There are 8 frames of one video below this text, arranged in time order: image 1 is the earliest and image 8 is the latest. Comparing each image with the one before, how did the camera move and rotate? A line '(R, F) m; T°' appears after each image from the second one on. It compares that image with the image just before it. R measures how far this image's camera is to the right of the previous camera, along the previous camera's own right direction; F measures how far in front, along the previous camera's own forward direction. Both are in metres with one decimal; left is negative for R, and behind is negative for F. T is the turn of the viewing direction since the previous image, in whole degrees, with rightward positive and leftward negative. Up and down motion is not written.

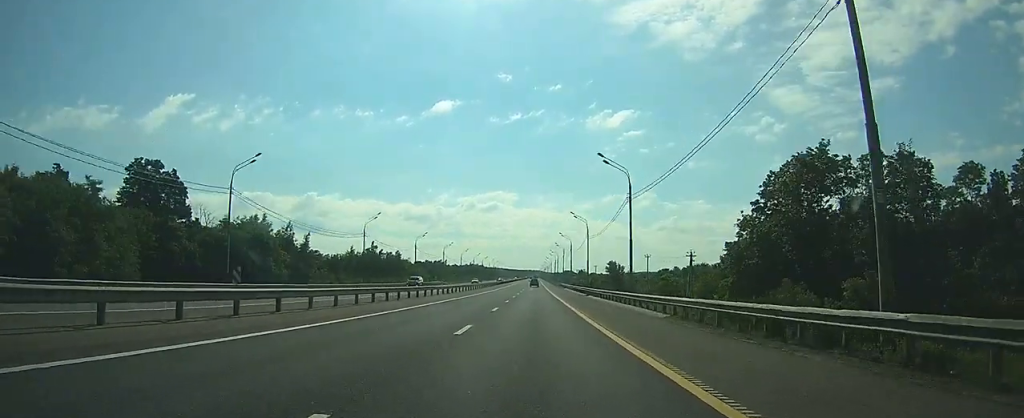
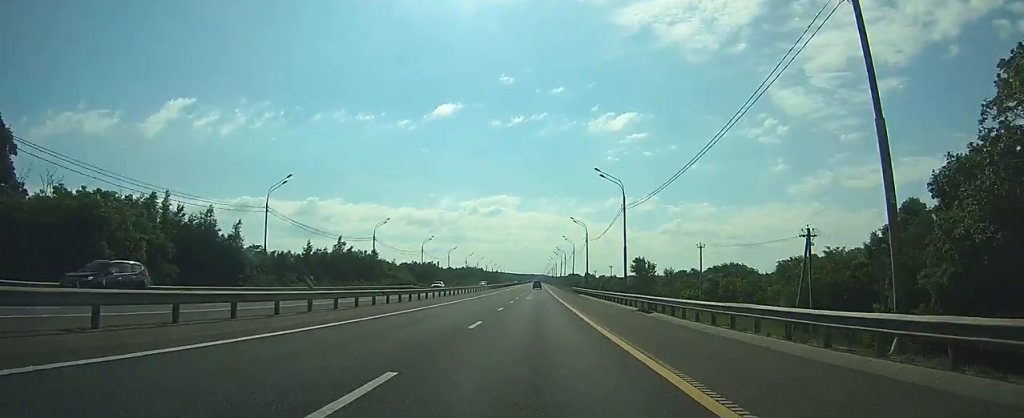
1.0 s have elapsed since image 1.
(+0.1, +32.9) m; 0°
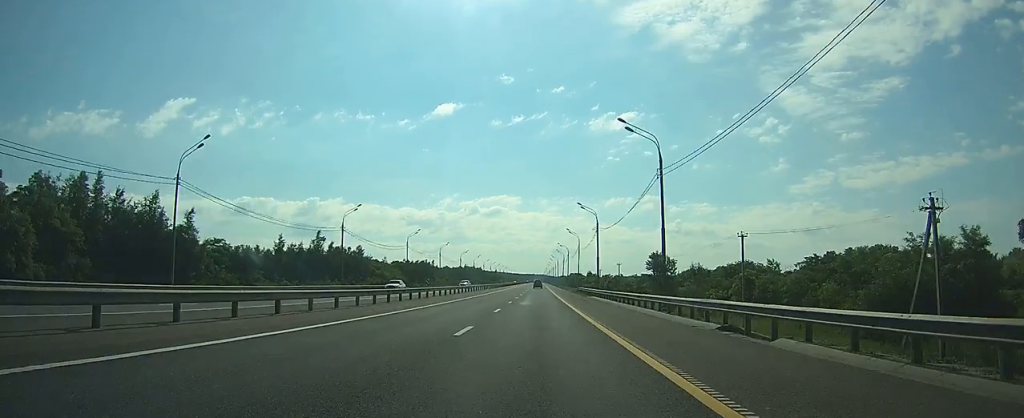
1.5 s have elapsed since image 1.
(0.0, +14.9) m; 0°
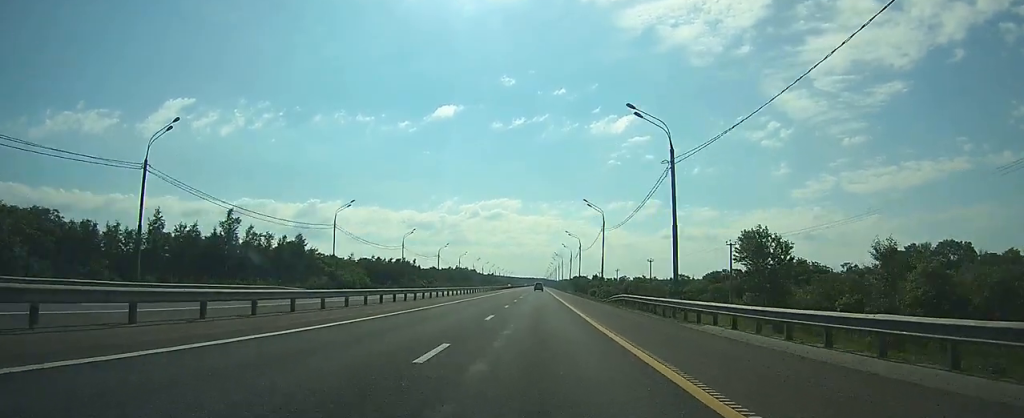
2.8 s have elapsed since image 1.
(0.0, +40.4) m; 0°
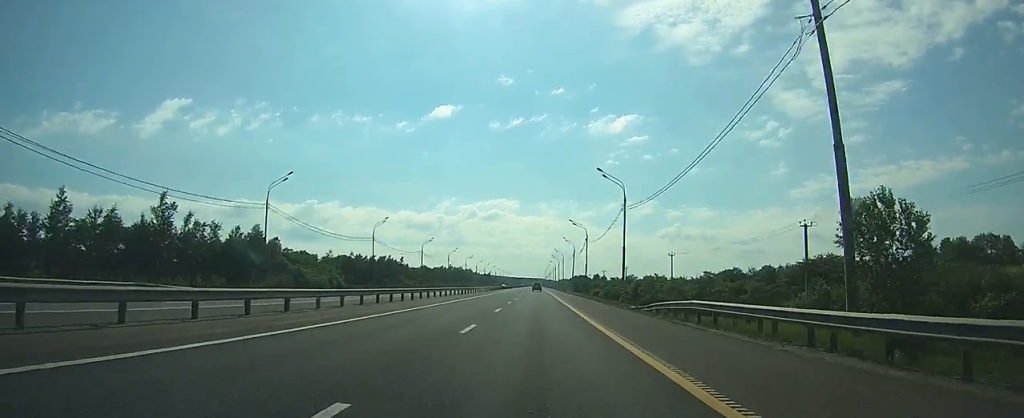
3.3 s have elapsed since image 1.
(0.0, +18.1) m; 0°
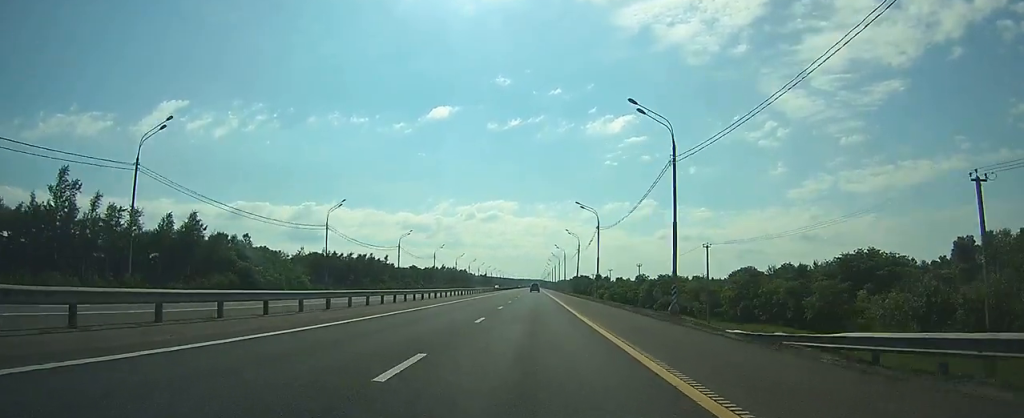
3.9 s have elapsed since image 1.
(0.0, +19.2) m; 0°
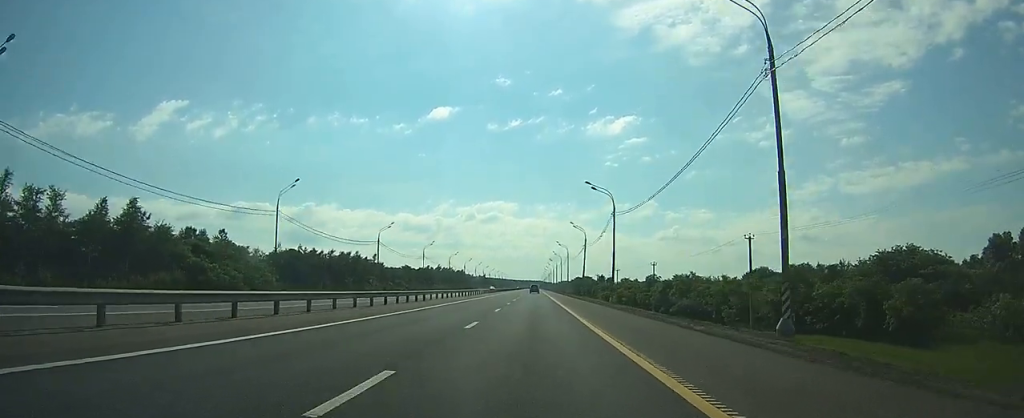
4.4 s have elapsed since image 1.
(0.0, +13.9) m; 0°
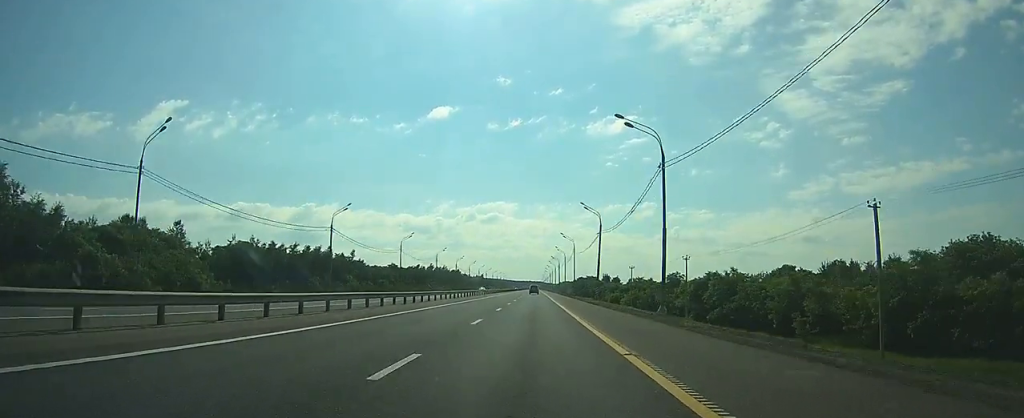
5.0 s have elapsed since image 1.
(0.0, +21.4) m; 0°
